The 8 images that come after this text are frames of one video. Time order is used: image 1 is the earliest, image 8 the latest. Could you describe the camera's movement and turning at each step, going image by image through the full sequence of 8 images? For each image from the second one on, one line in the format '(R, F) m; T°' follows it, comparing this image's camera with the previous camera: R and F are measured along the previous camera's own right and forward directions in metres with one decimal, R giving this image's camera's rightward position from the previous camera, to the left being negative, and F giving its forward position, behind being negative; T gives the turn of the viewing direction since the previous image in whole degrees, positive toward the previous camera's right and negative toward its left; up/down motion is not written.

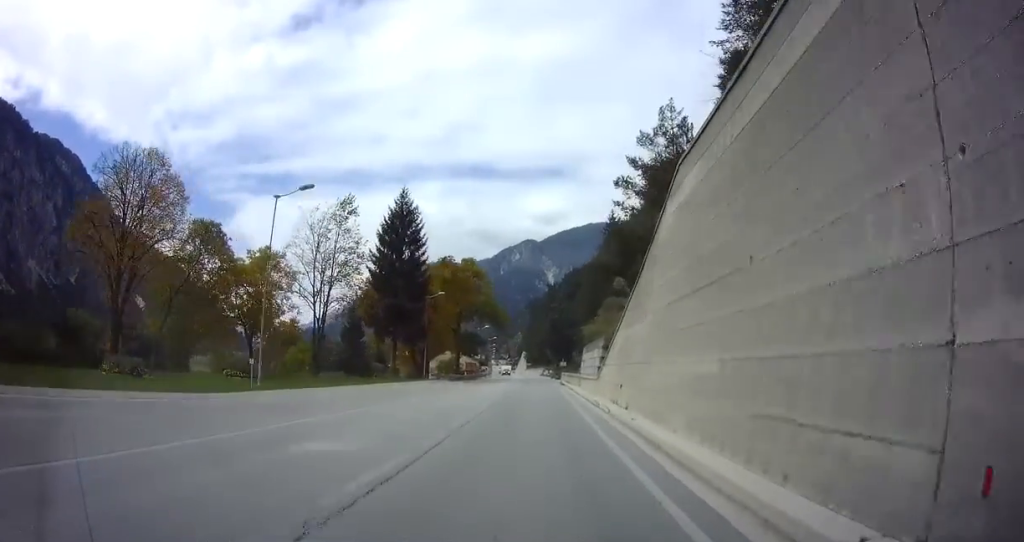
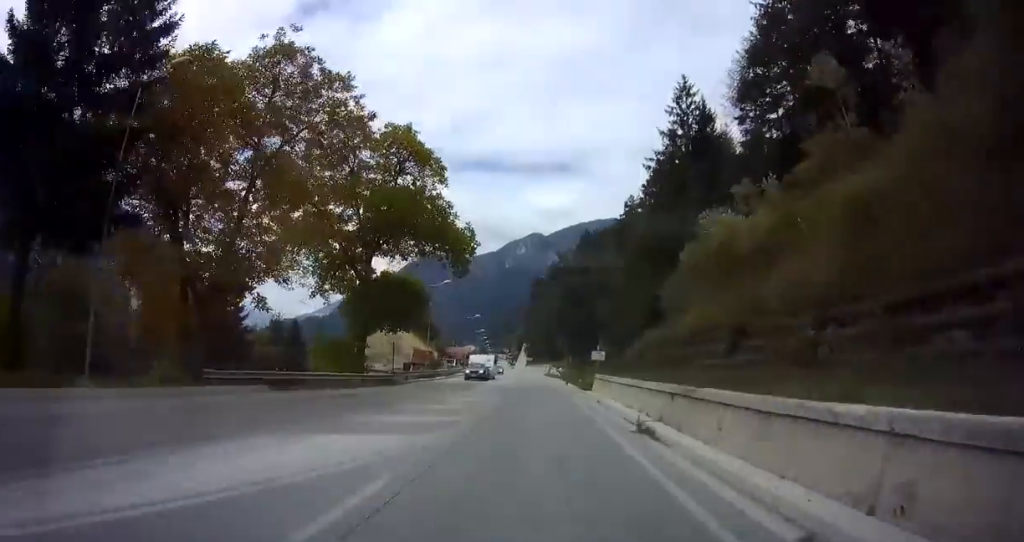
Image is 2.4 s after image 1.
(+0.2, +42.3) m; +1°
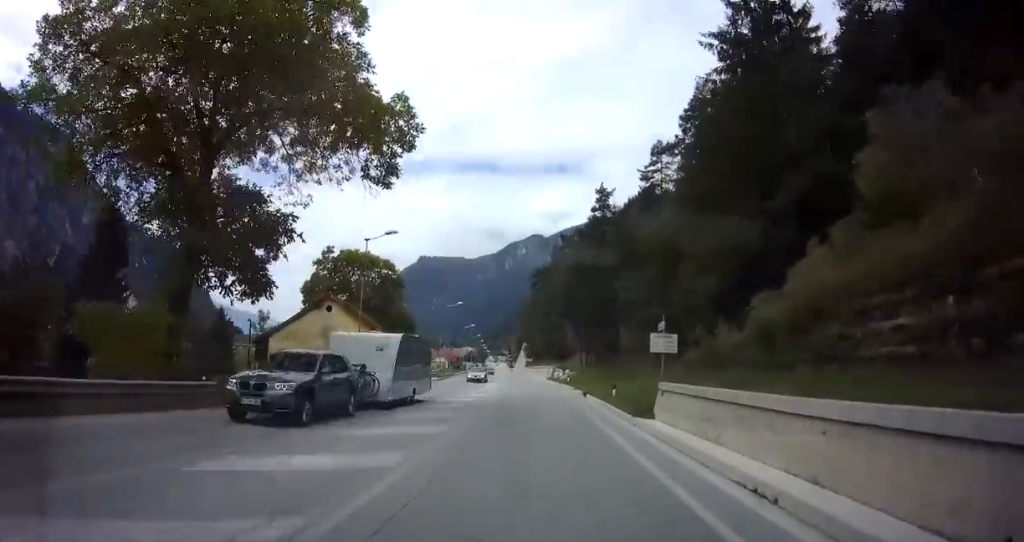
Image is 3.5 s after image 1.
(-0.2, +18.9) m; -2°
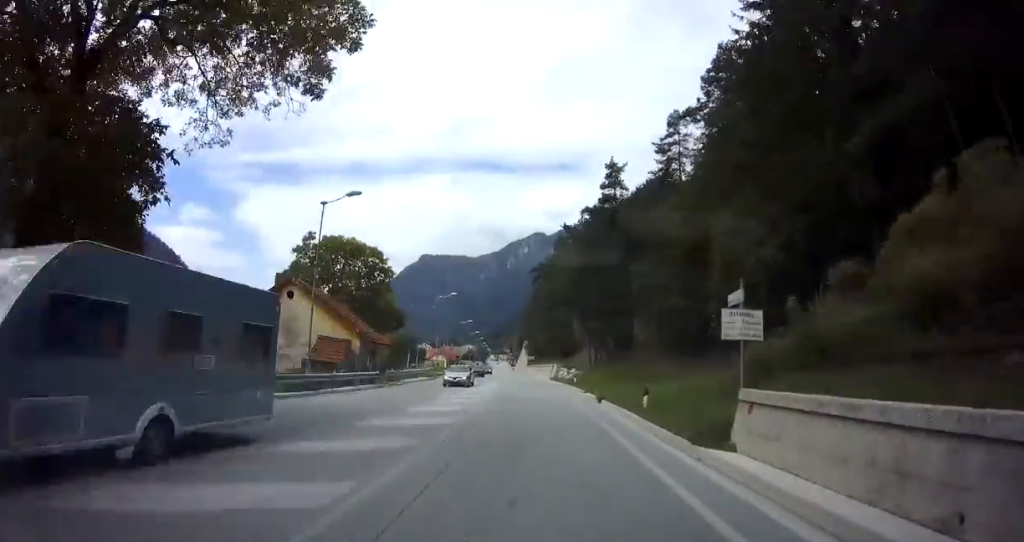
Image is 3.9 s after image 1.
(-0.1, +6.5) m; -1°
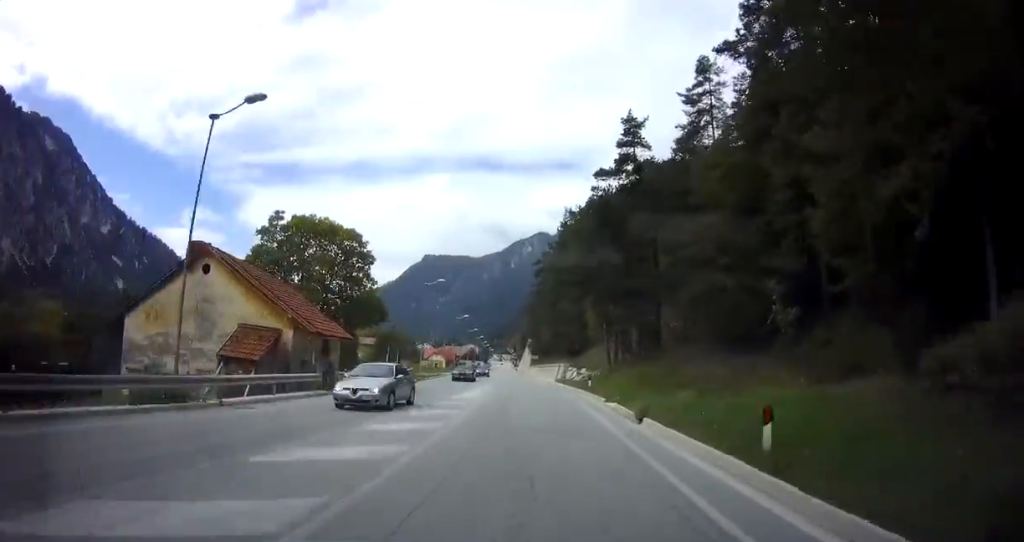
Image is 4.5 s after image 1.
(-0.1, +9.1) m; -1°
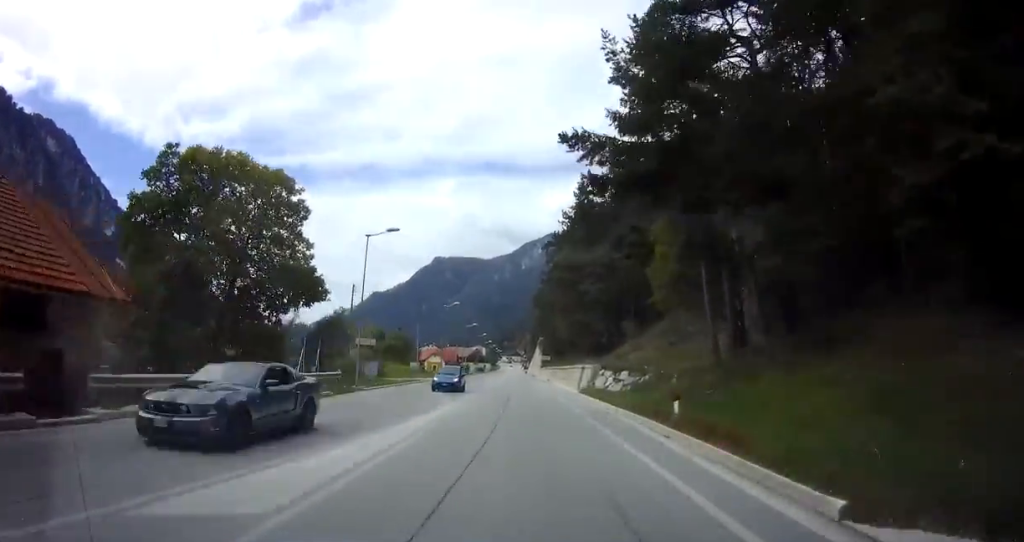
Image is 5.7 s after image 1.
(0.0, +19.1) m; 0°
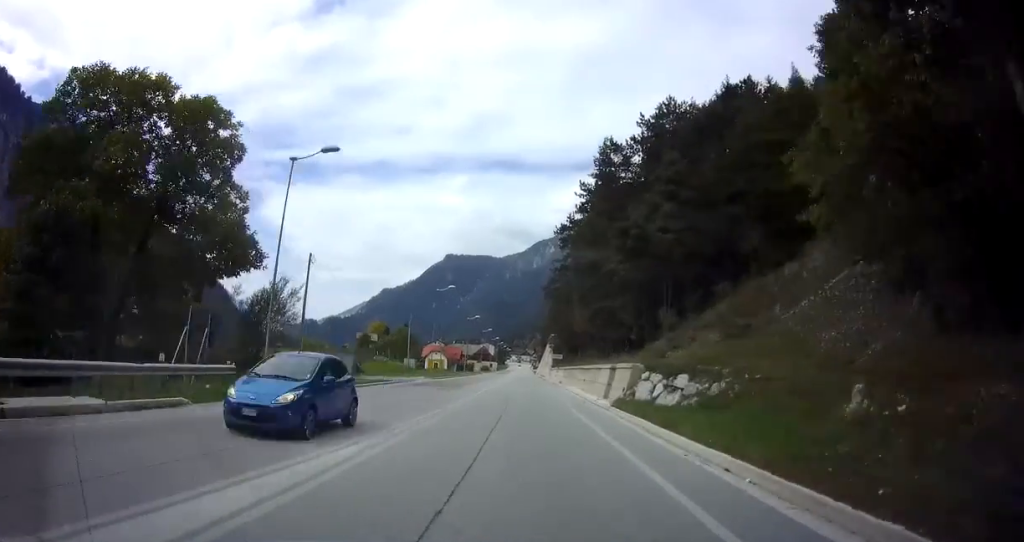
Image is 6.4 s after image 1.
(0.0, +11.1) m; 0°
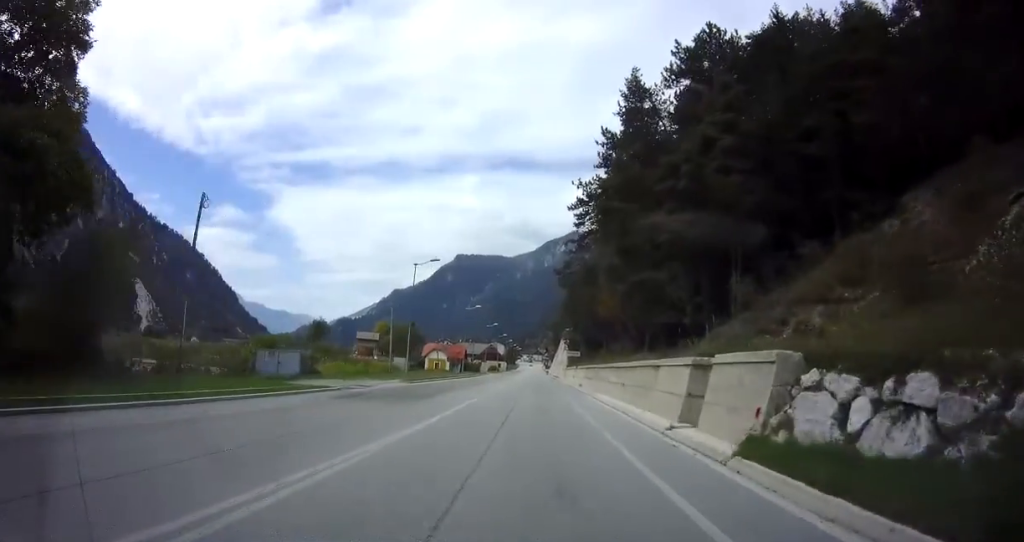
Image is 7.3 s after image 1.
(0.0, +13.9) m; -1°
